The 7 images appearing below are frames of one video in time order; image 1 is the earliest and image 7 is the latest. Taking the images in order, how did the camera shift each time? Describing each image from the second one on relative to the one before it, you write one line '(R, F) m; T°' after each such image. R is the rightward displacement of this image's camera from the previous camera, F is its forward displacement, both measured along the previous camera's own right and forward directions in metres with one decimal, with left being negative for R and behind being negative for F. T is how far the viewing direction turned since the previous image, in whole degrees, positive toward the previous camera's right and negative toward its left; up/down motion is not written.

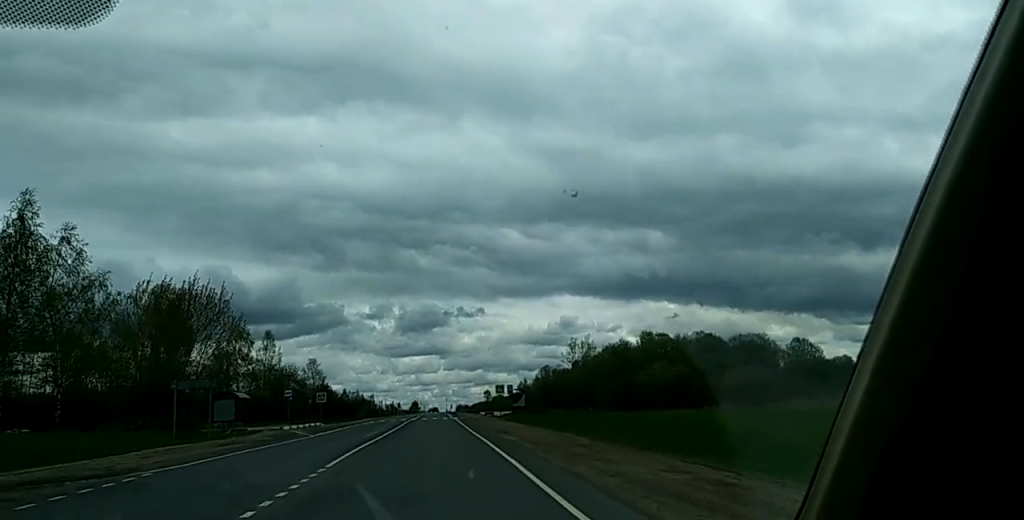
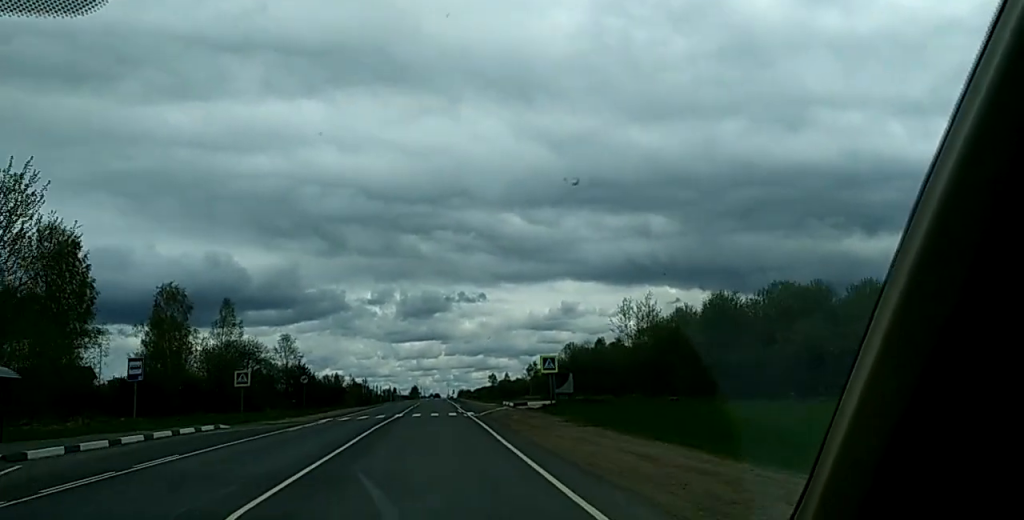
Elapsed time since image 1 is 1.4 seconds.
(-0.1, +35.0) m; +1°
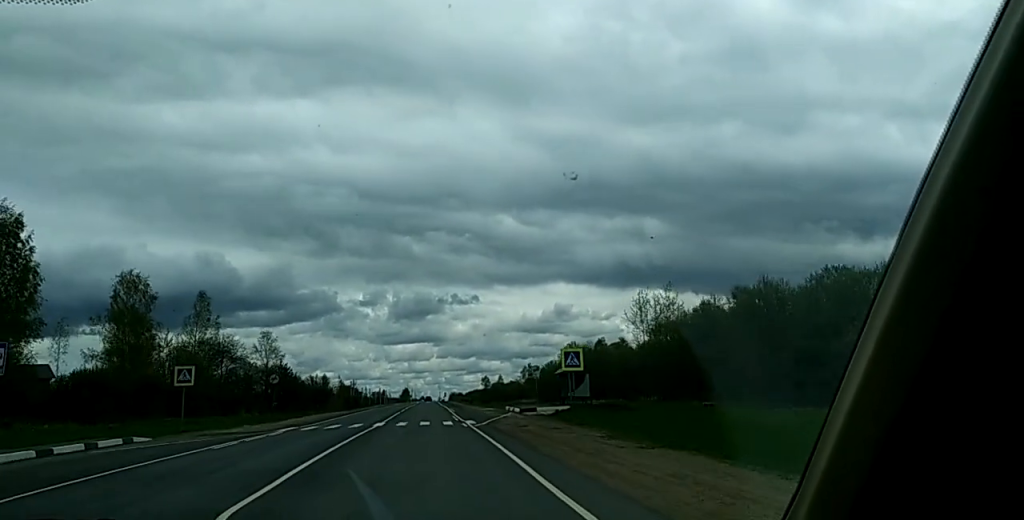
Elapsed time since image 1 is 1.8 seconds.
(+0.1, +9.7) m; +1°
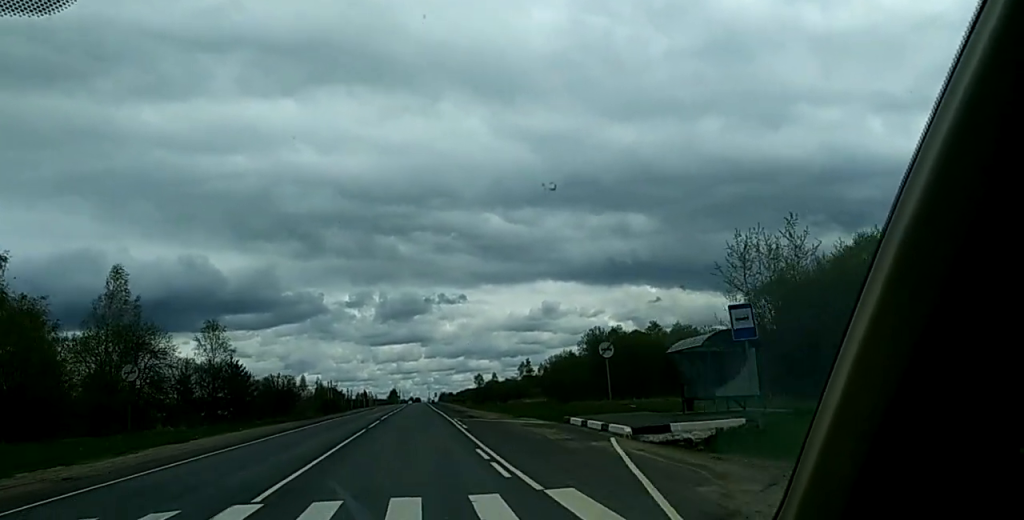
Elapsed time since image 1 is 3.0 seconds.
(0.0, +28.9) m; 0°
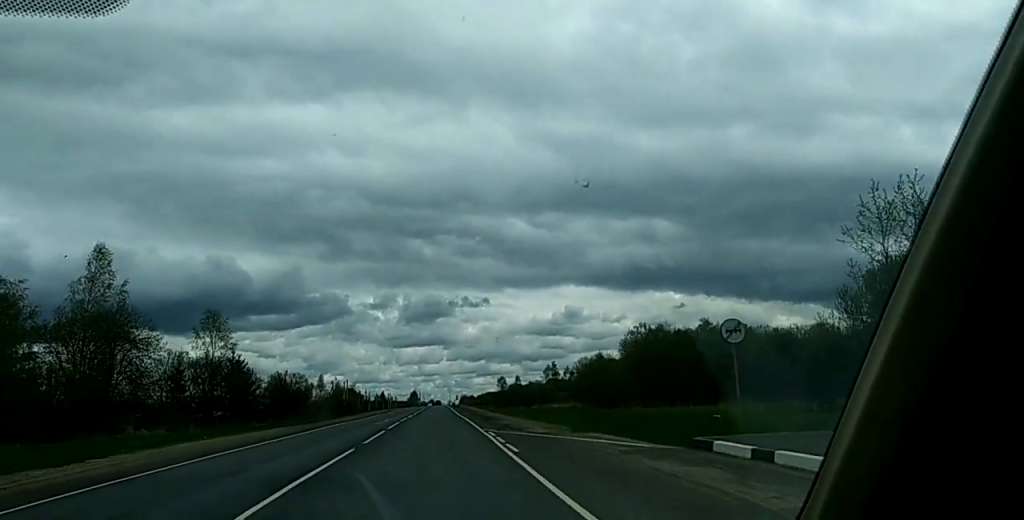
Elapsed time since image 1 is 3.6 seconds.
(0.0, +13.4) m; 0°
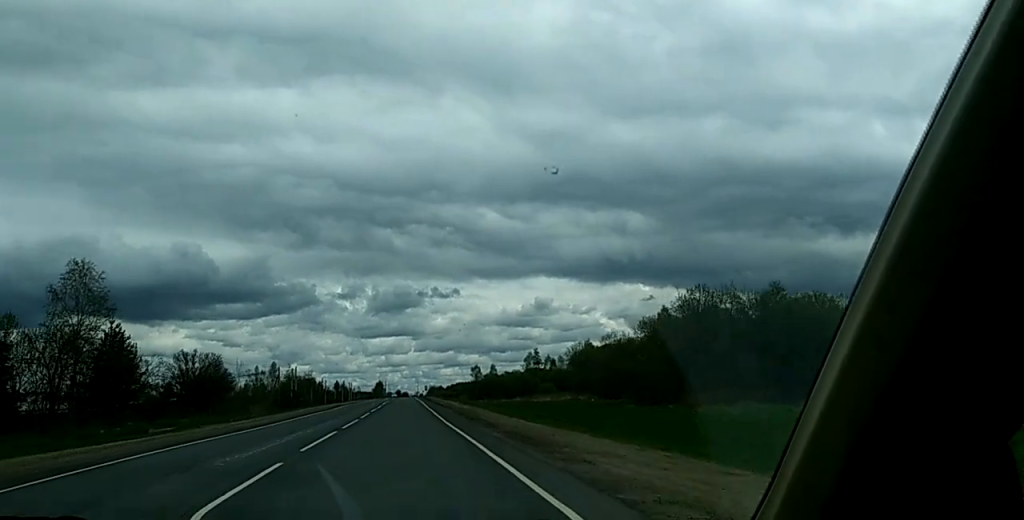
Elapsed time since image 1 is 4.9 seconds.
(0.0, +30.5) m; 0°
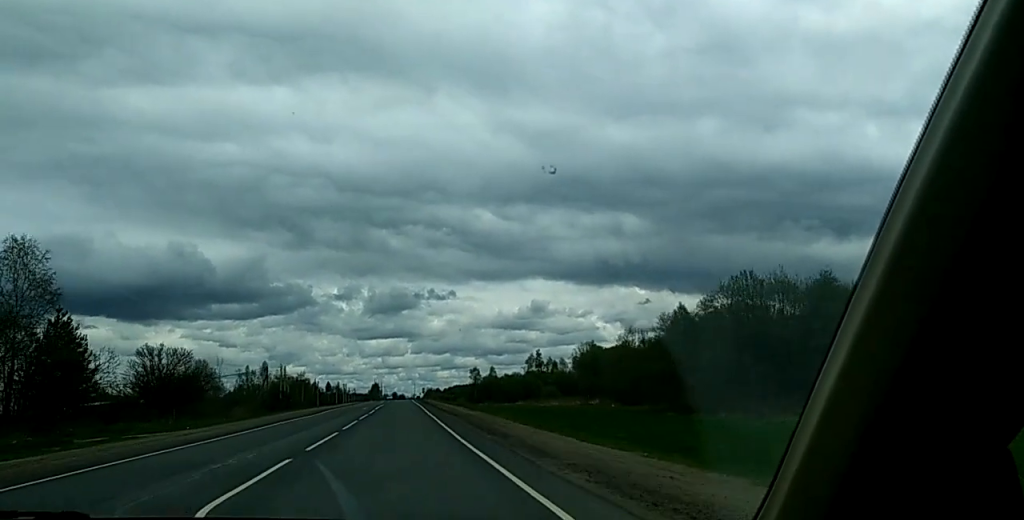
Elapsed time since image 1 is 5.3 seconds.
(0.0, +10.4) m; 0°
